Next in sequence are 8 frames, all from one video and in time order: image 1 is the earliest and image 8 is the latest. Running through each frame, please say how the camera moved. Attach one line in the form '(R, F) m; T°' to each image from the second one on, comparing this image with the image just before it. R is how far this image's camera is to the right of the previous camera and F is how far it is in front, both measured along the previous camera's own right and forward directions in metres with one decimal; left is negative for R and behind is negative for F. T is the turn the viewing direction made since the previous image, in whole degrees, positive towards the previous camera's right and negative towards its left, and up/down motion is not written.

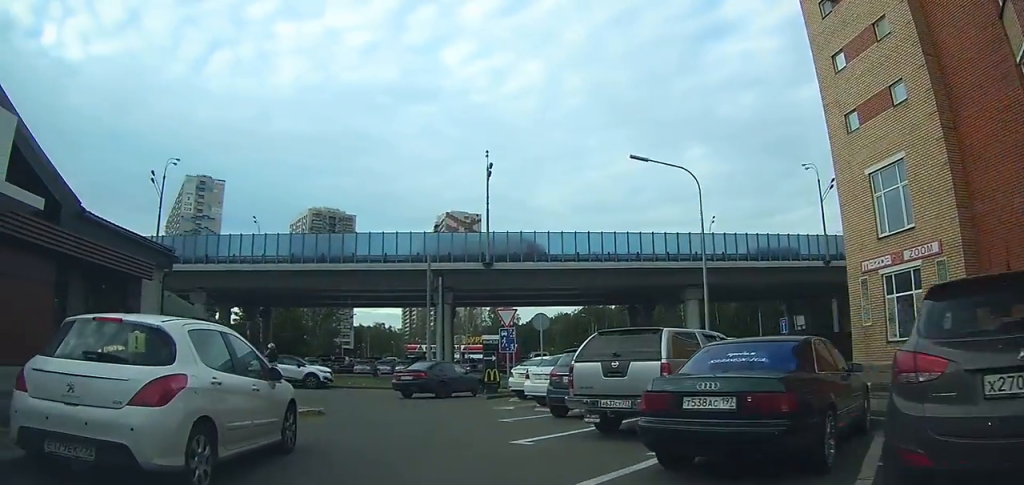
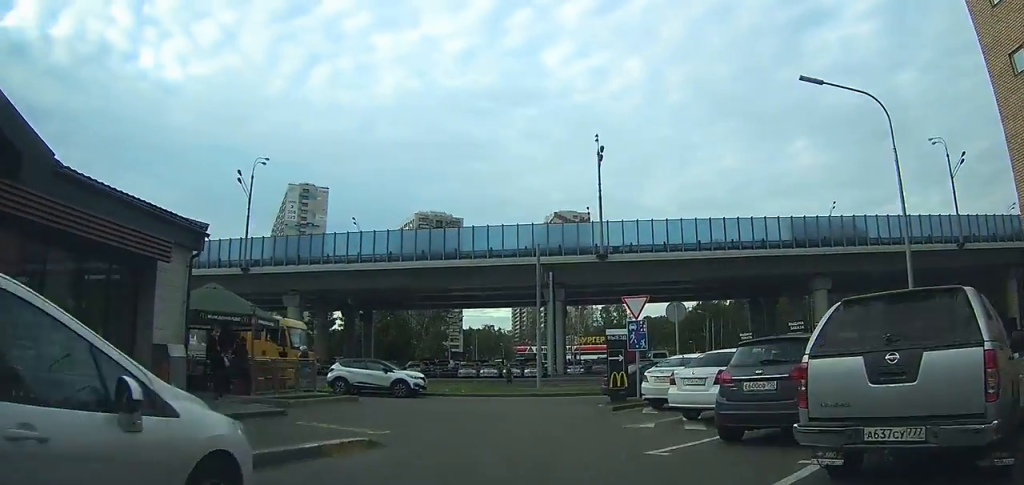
(-0.7, +4.6) m; -12°
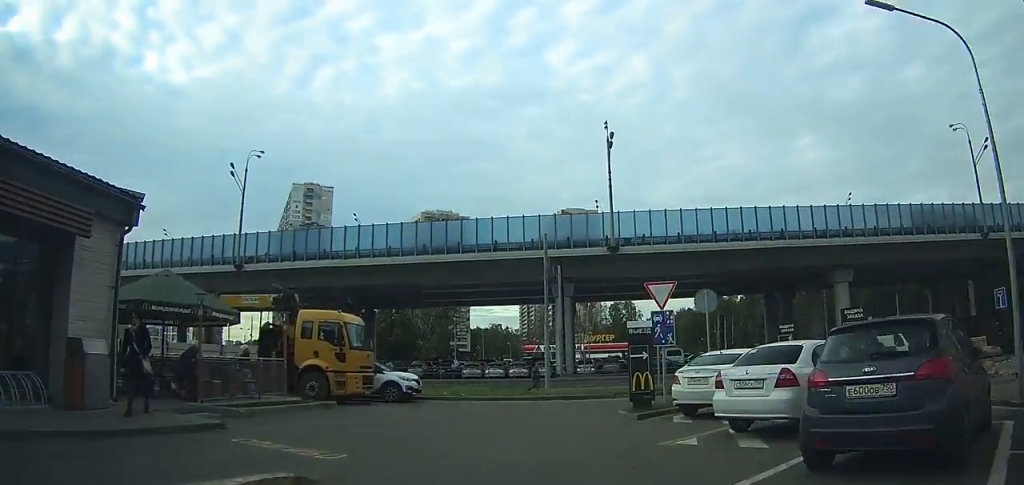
(-0.1, +2.5) m; -2°
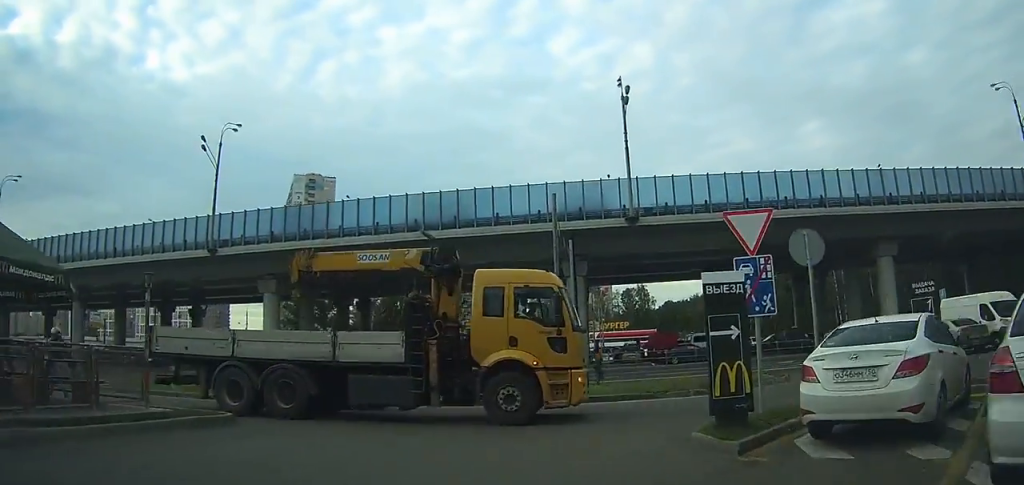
(-0.2, +5.2) m; -3°
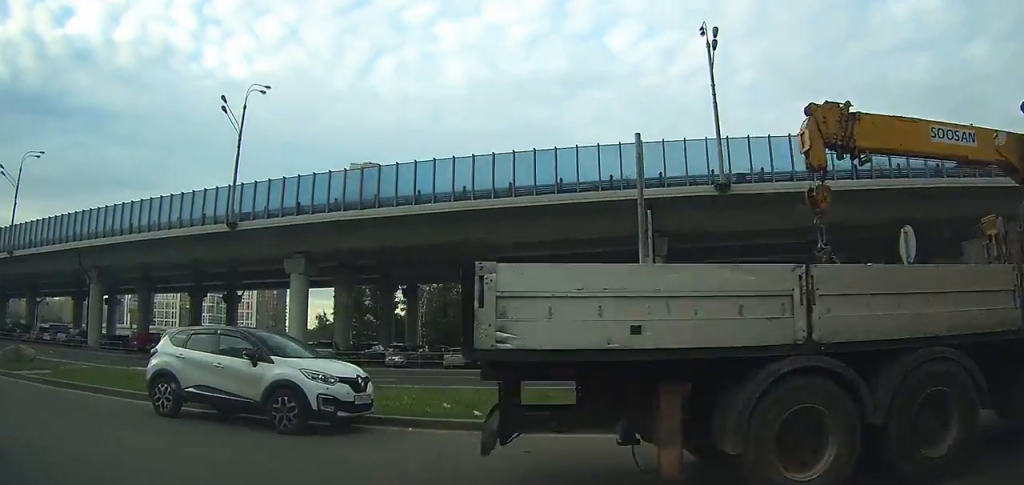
(-0.1, +7.4) m; +2°
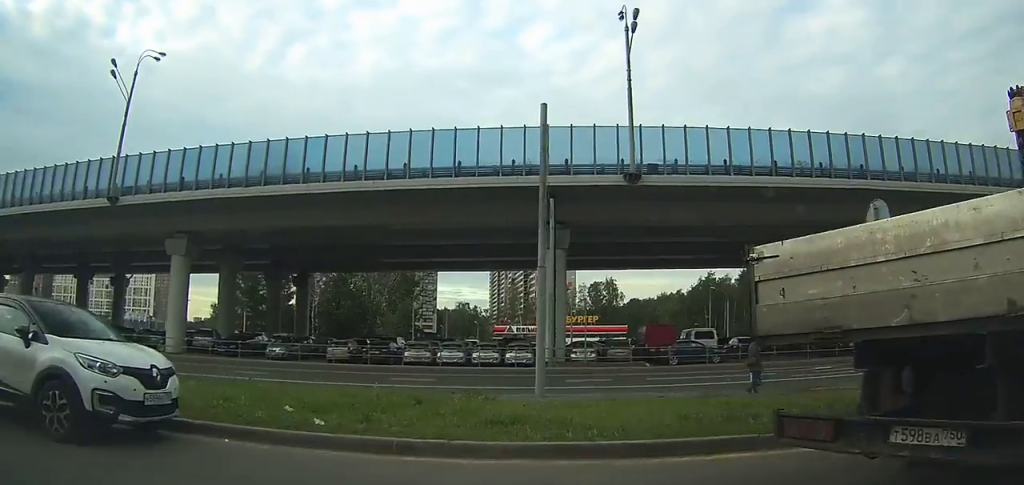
(+0.2, +4.2) m; +12°
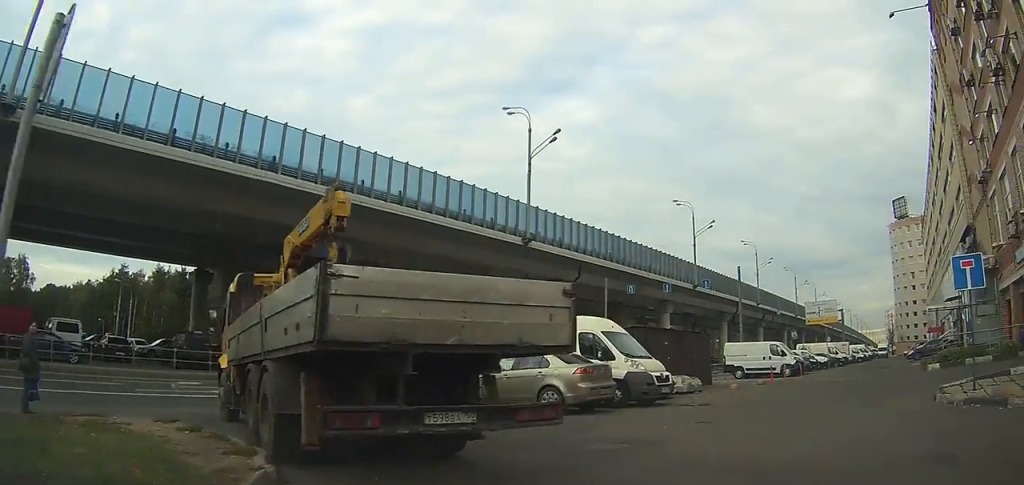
(+2.1, +6.2) m; +30°
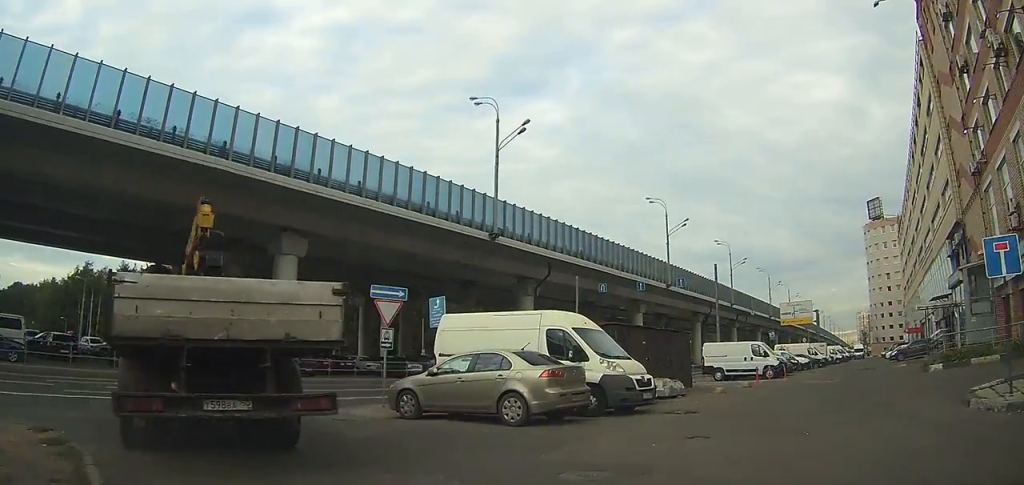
(+0.1, +2.0) m; 0°
